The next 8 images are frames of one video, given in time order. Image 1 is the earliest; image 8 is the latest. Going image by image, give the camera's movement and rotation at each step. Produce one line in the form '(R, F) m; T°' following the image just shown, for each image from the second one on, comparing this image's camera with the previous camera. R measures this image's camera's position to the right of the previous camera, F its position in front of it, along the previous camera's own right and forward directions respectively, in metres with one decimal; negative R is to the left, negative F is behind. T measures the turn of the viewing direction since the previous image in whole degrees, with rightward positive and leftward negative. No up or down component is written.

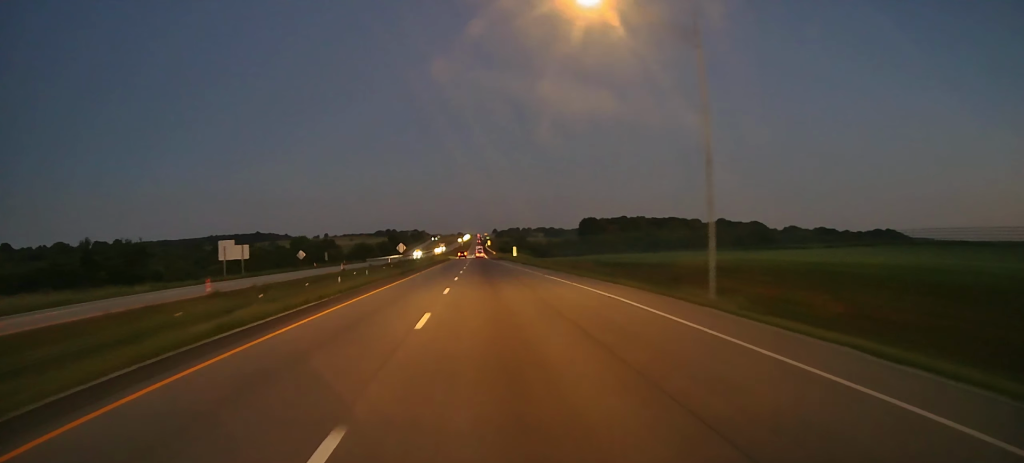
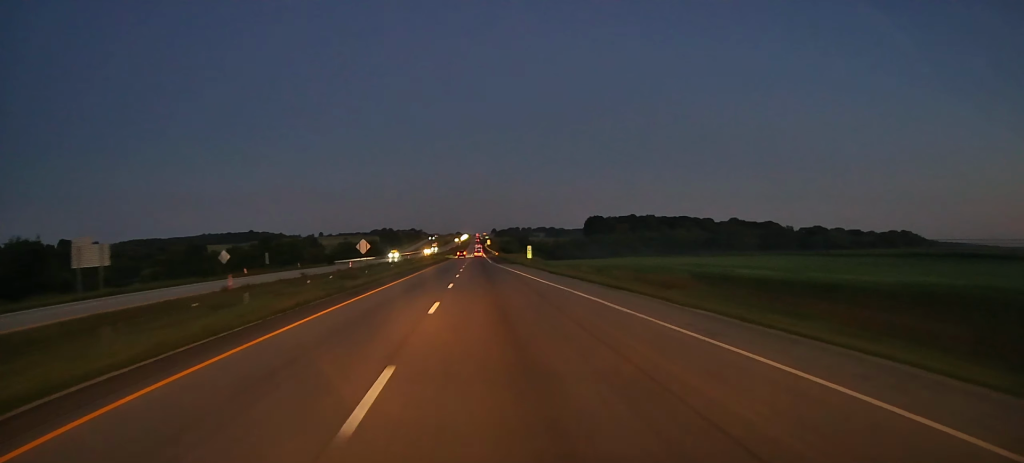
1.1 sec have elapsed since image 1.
(-0.4, +32.8) m; -1°
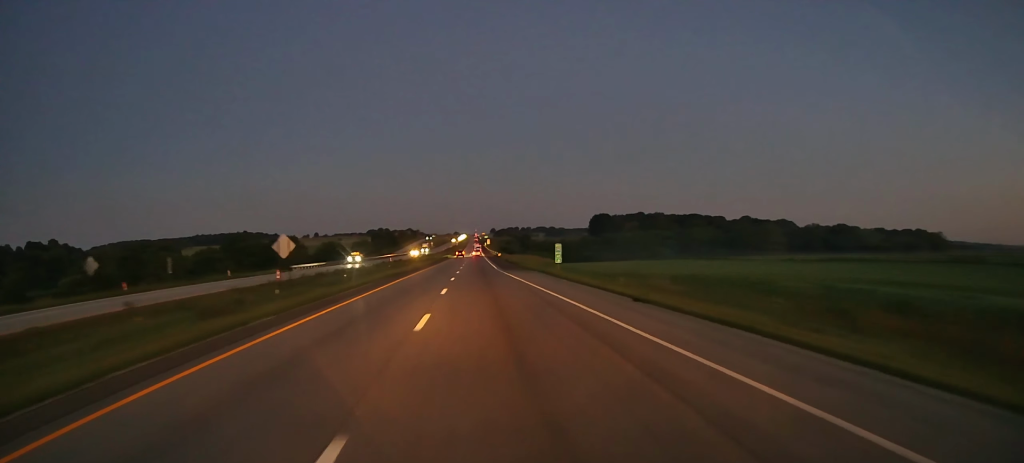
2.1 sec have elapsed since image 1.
(+0.1, +28.0) m; 0°
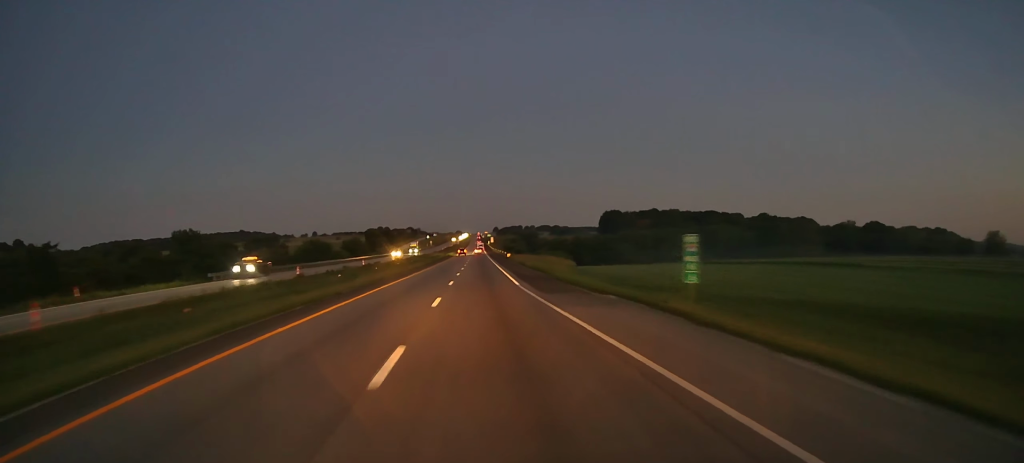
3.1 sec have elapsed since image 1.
(+0.1, +29.9) m; 0°
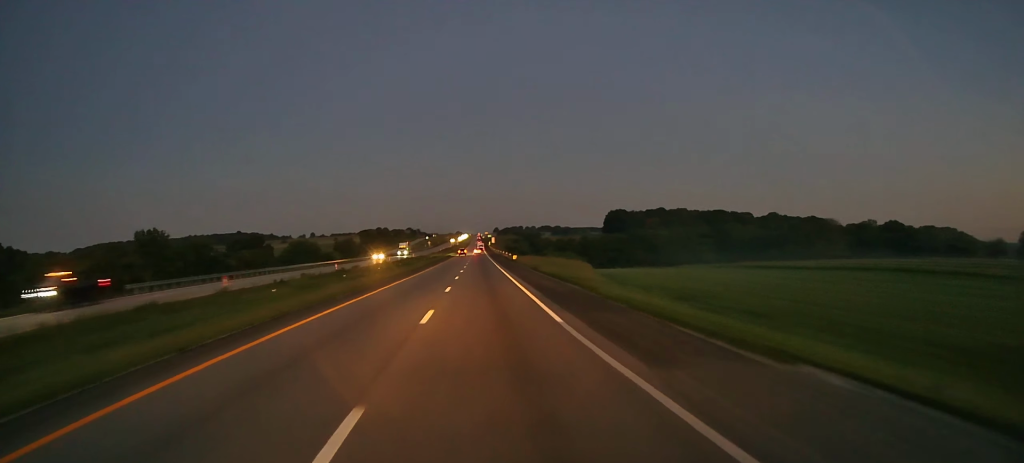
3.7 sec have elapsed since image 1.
(0.0, +16.4) m; 0°
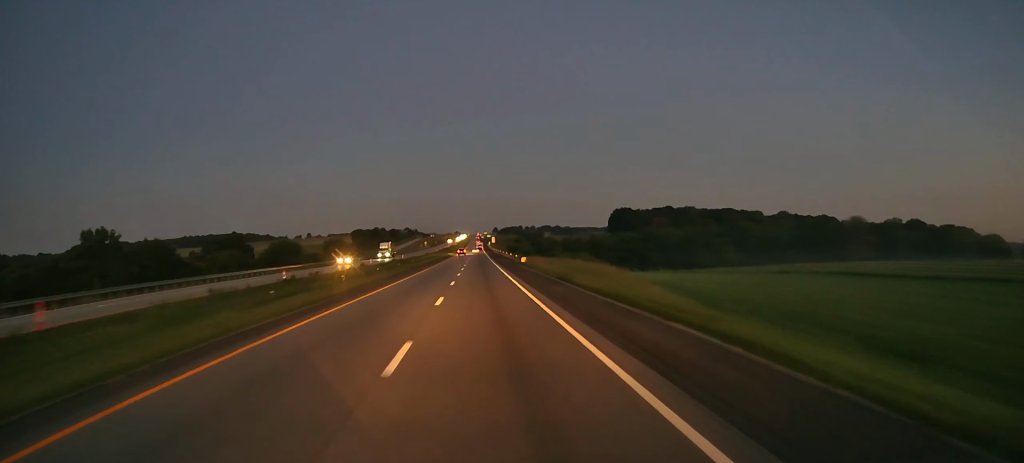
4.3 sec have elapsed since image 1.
(0.0, +18.5) m; 0°
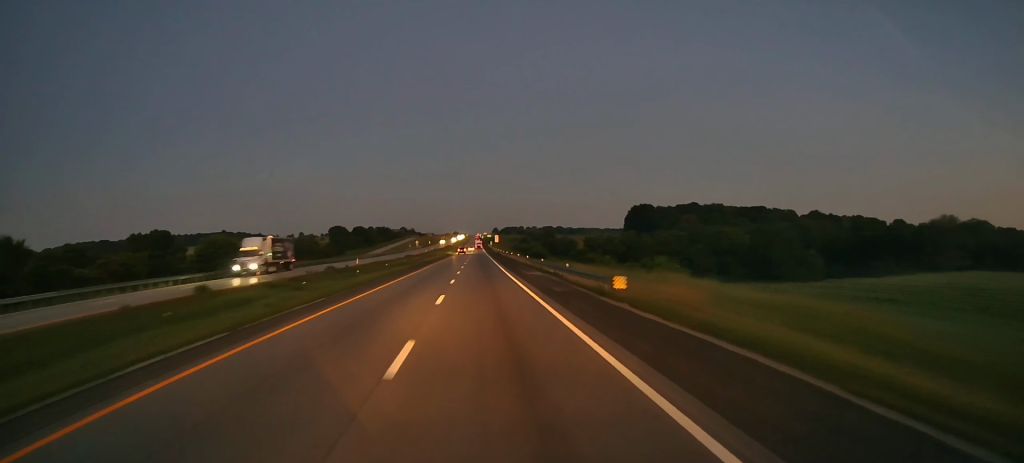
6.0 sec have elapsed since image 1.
(0.0, +47.8) m; 0°
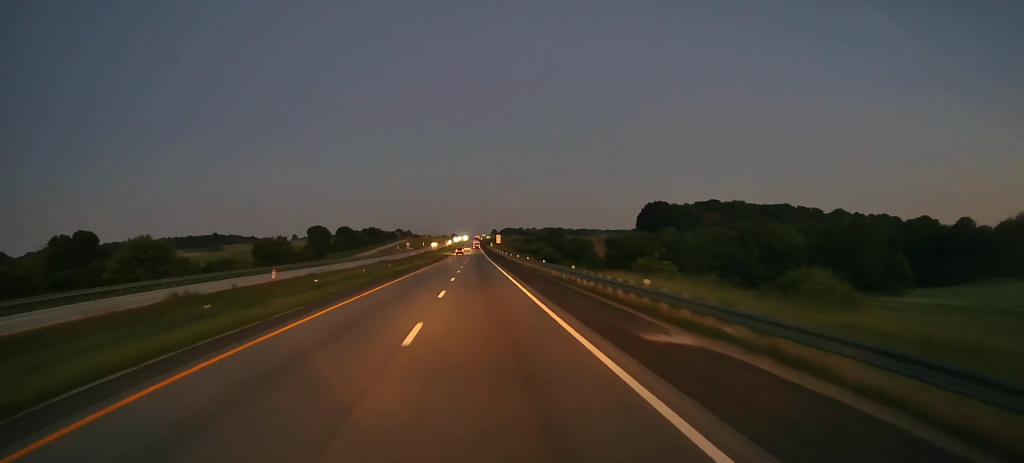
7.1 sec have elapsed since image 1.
(0.0, +32.7) m; 0°
